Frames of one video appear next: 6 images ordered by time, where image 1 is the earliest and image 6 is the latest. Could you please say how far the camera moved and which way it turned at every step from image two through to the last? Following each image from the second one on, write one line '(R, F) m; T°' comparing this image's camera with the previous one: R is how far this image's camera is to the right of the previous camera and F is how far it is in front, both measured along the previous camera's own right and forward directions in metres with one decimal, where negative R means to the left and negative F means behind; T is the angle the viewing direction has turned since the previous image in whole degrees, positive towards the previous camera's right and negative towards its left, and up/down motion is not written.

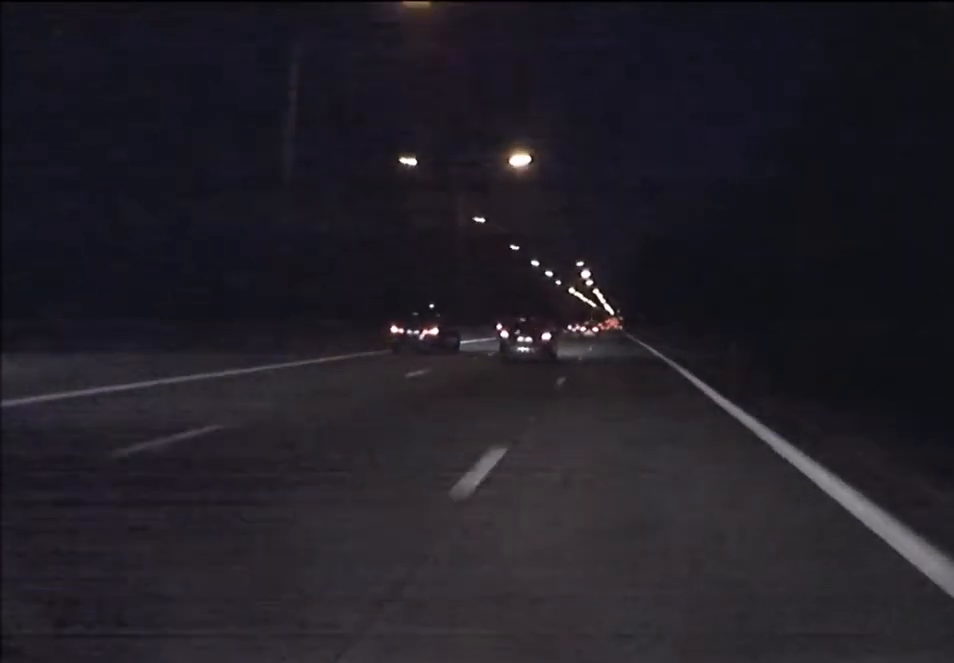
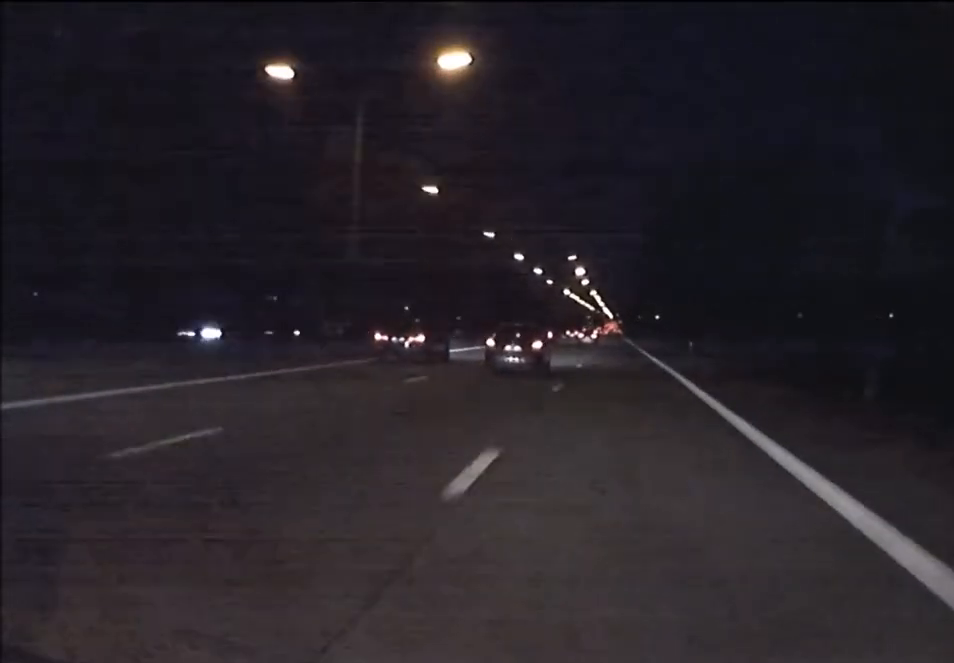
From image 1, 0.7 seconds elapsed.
(0.0, +22.9) m; 0°
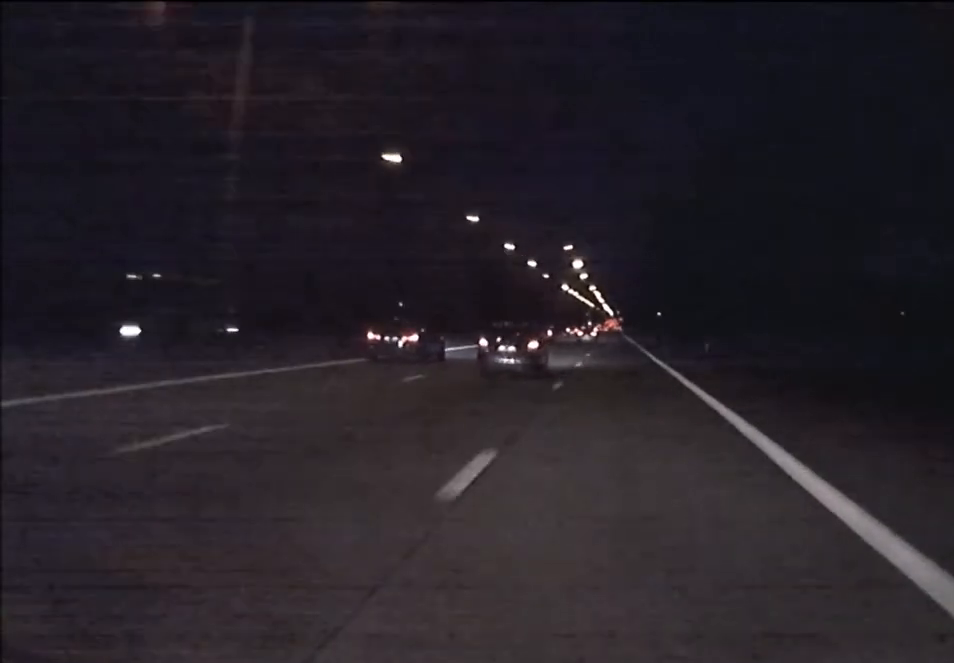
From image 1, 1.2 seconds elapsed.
(0.0, +13.5) m; 0°
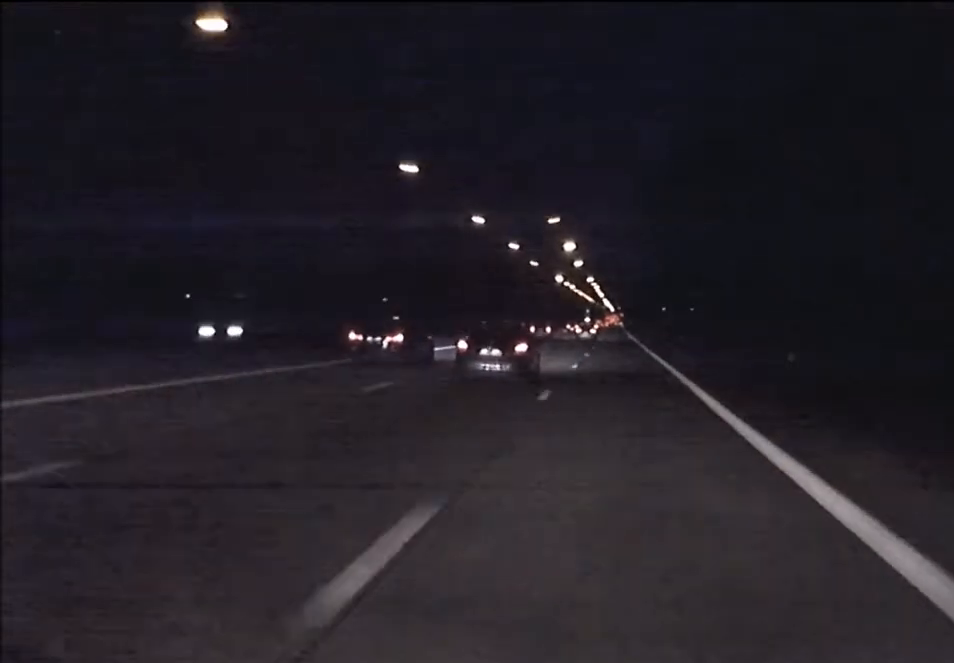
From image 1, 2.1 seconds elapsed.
(0.0, +29.2) m; 0°
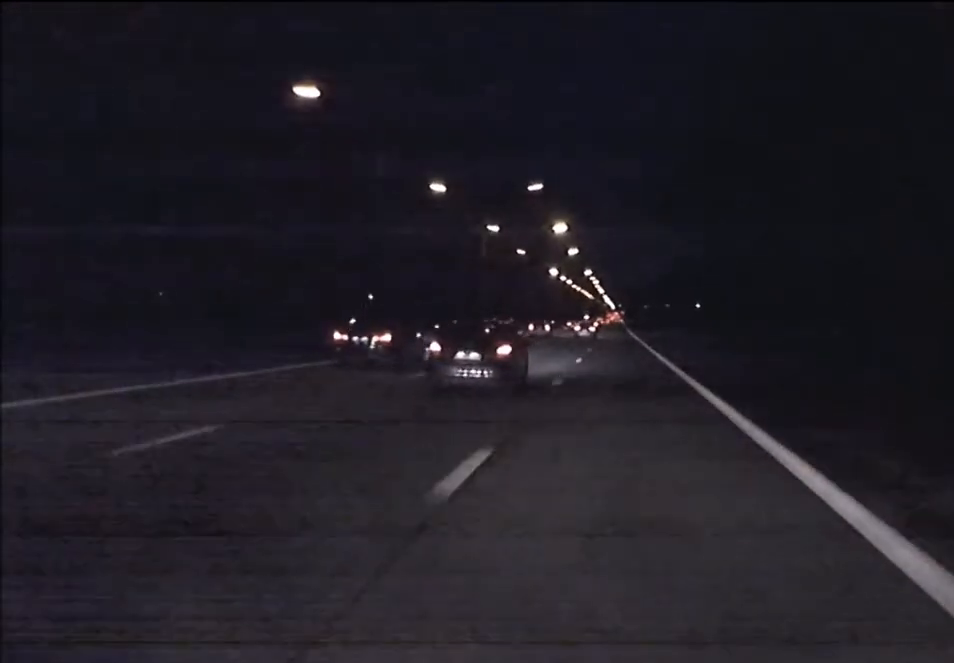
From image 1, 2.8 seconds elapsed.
(0.0, +20.9) m; 0°
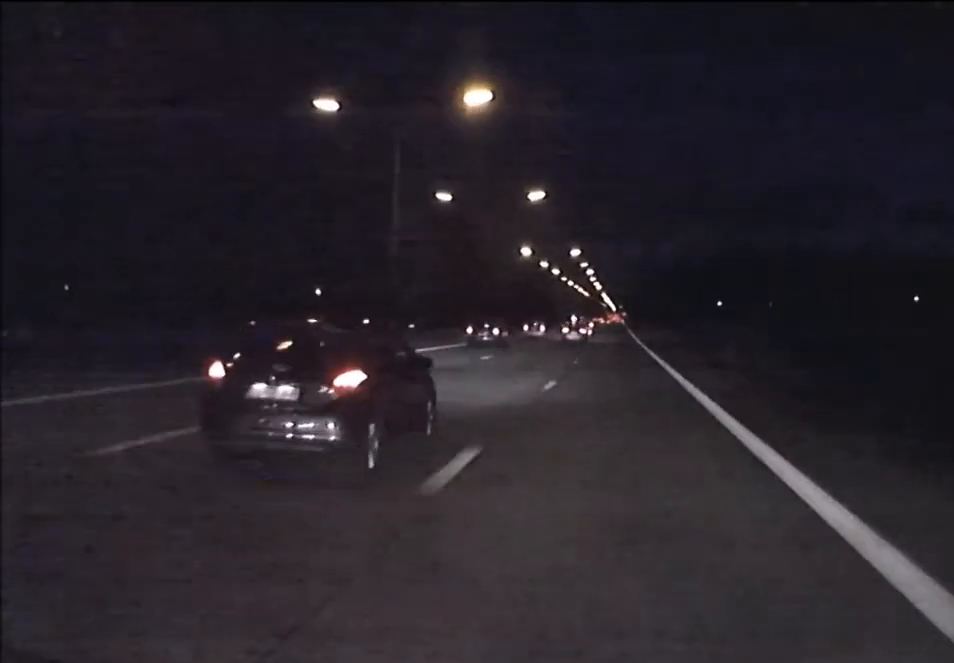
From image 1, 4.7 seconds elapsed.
(0.0, +61.4) m; 0°
